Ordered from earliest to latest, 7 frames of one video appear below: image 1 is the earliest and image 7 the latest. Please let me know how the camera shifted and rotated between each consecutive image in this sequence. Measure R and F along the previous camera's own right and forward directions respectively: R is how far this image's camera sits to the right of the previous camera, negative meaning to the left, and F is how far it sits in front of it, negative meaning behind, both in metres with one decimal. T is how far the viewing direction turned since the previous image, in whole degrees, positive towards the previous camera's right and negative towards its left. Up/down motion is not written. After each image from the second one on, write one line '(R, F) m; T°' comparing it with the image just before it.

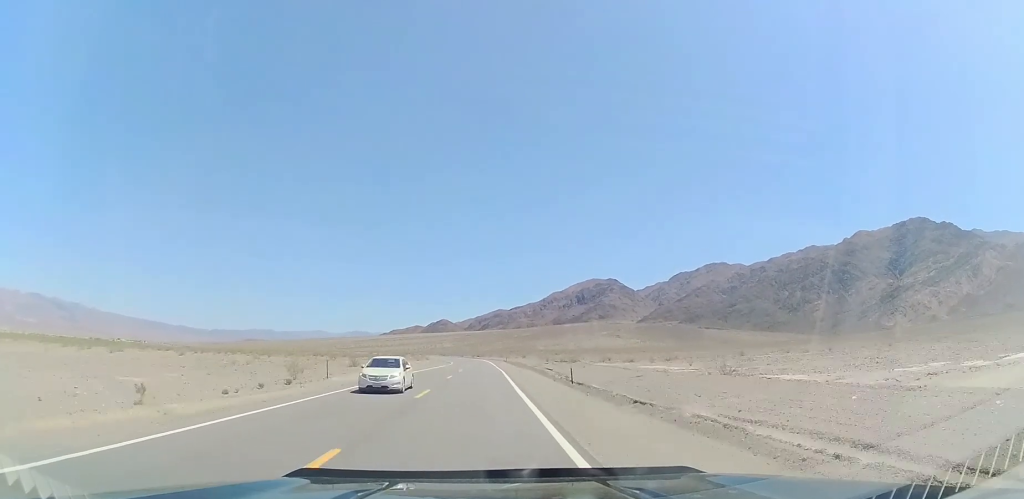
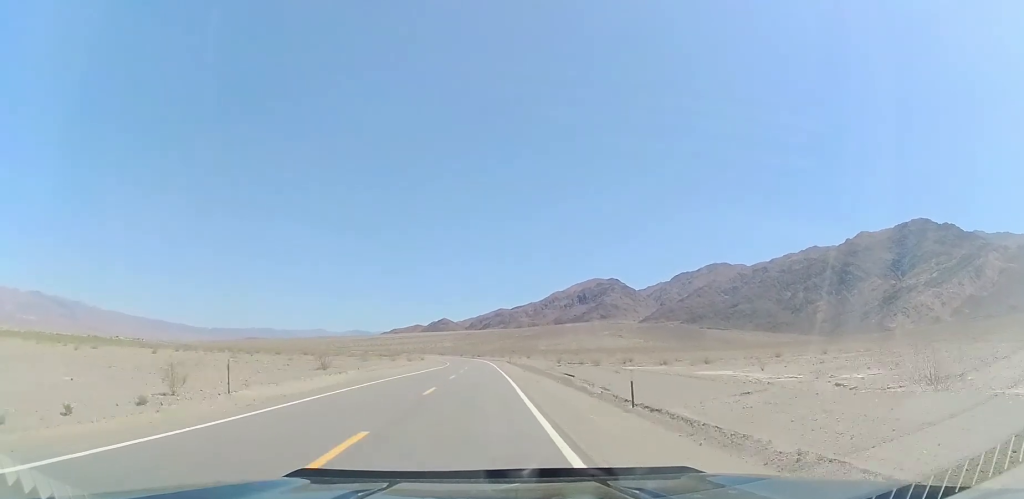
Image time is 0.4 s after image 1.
(0.0, +12.6) m; 0°
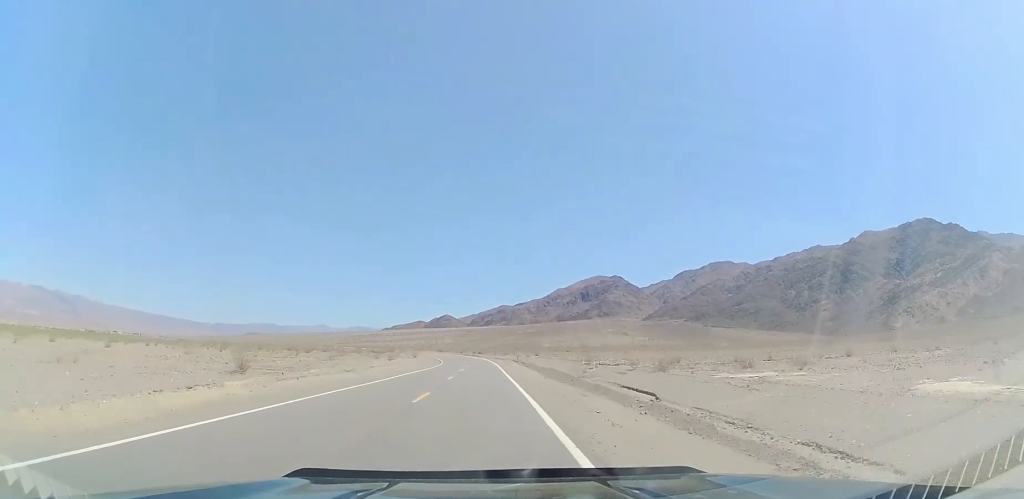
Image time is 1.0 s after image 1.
(0.0, +18.8) m; 0°
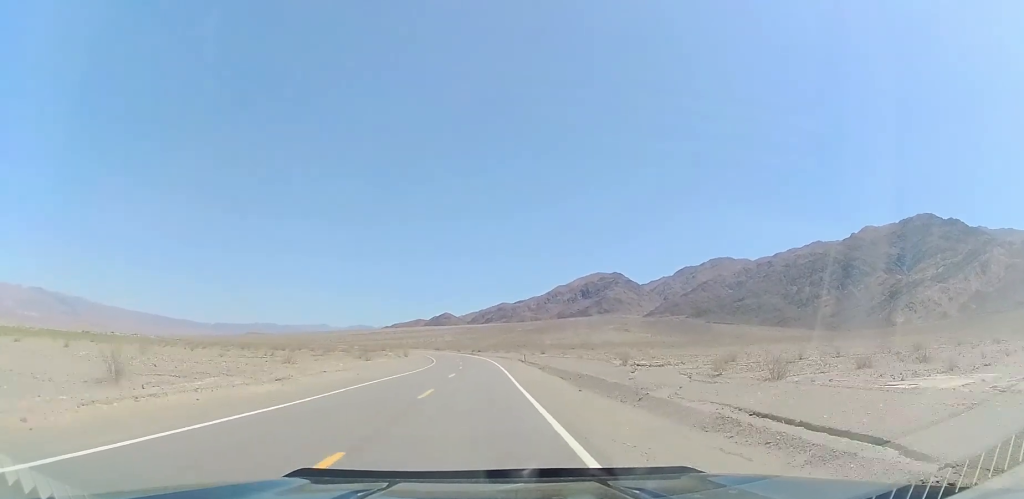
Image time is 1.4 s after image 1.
(+0.1, +13.5) m; 0°
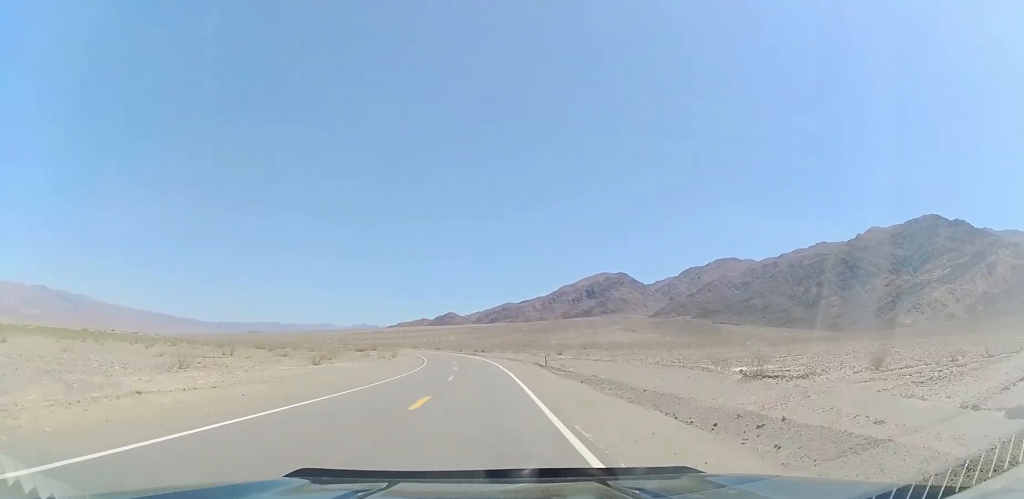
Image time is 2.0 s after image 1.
(0.0, +18.6) m; 0°
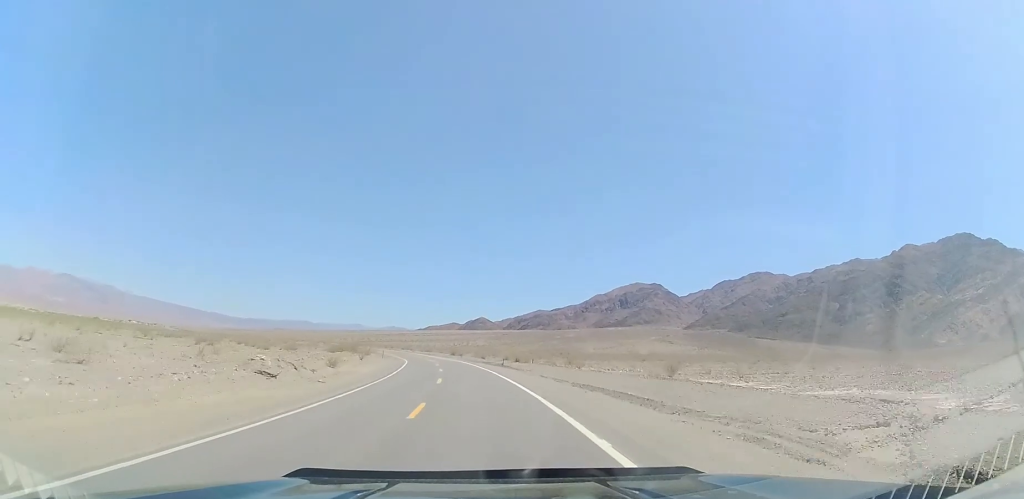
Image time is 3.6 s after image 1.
(-0.3, +46.6) m; -2°
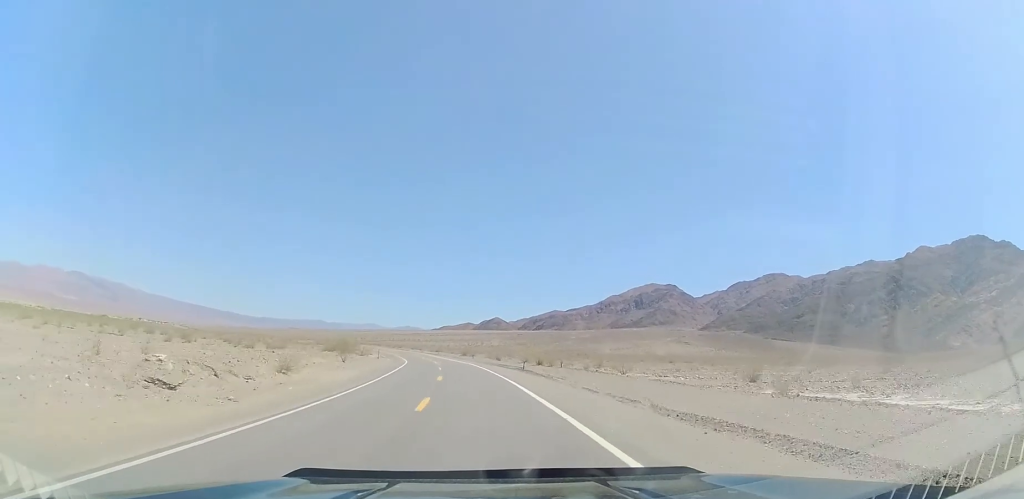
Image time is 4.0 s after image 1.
(-0.1, +12.9) m; -1°
